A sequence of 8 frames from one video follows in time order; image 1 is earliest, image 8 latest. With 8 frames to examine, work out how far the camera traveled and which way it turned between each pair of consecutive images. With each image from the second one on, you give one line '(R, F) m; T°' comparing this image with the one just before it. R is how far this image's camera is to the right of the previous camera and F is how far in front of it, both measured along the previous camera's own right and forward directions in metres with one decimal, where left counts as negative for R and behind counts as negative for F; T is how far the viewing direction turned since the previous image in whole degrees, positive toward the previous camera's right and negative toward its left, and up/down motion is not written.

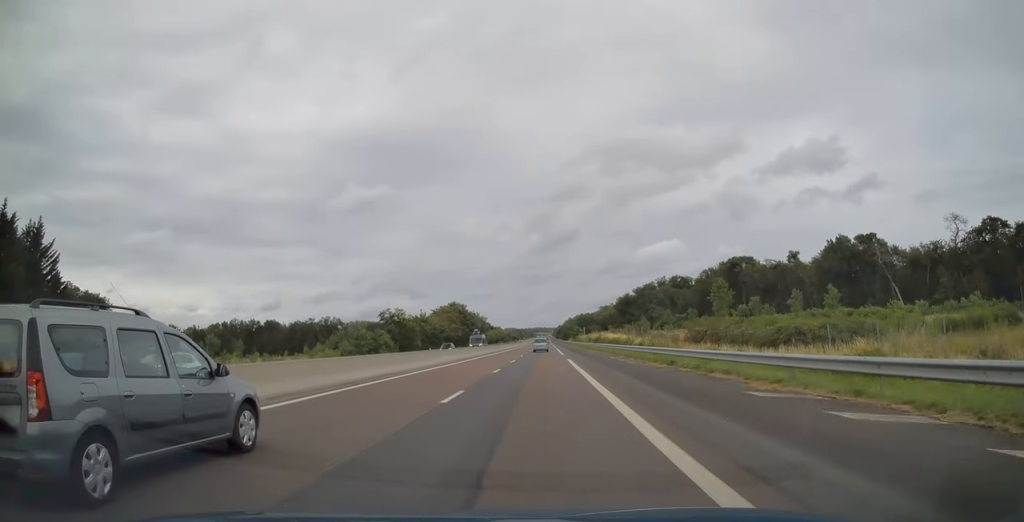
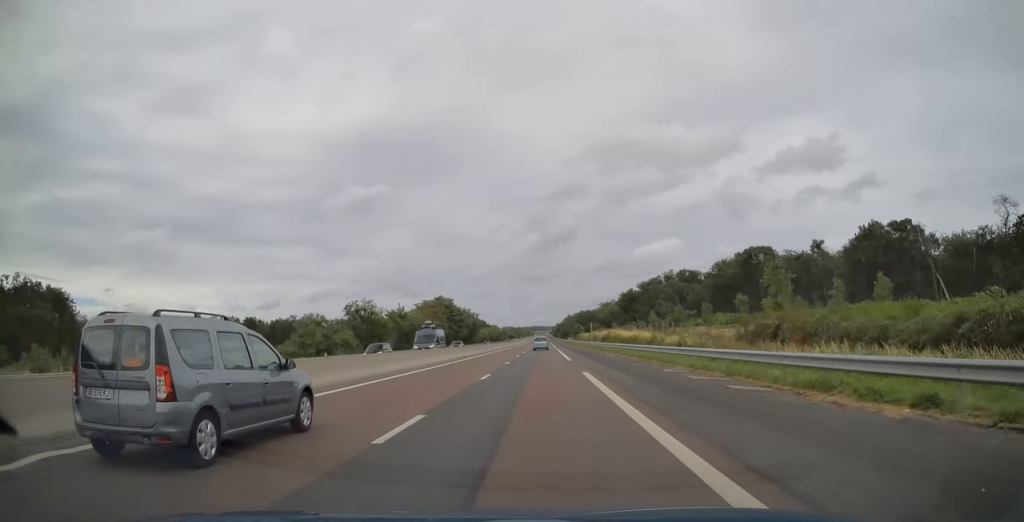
(-0.2, +18.2) m; 0°
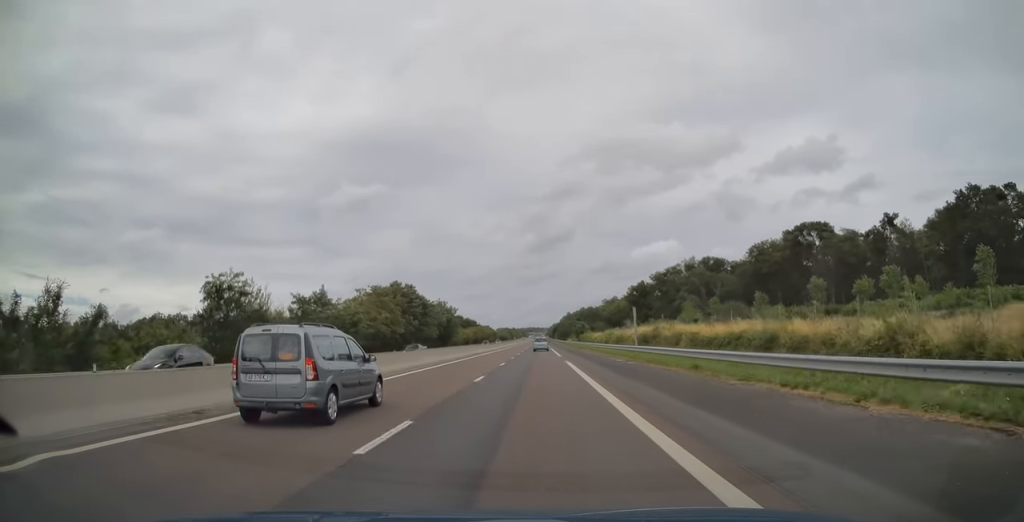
(+0.1, +39.2) m; 0°
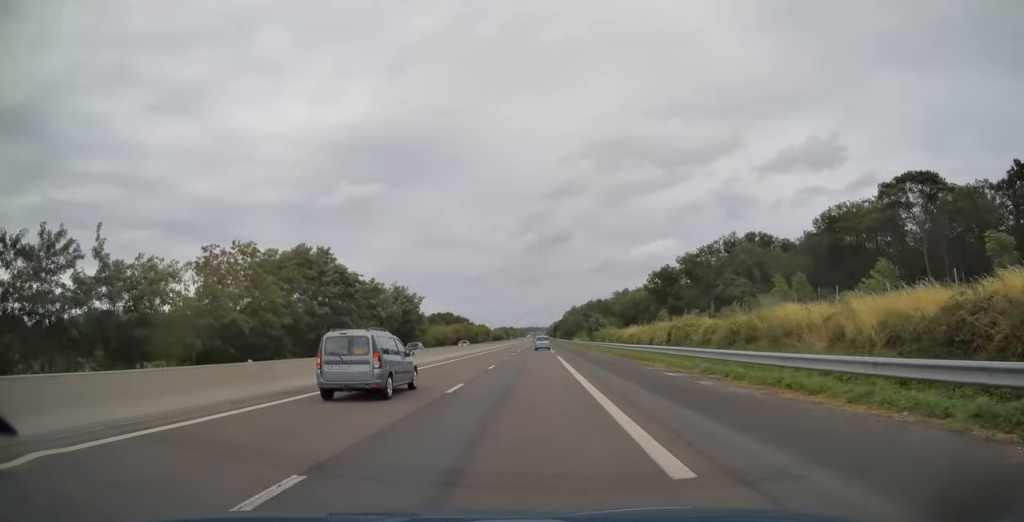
(-0.1, +43.0) m; 0°
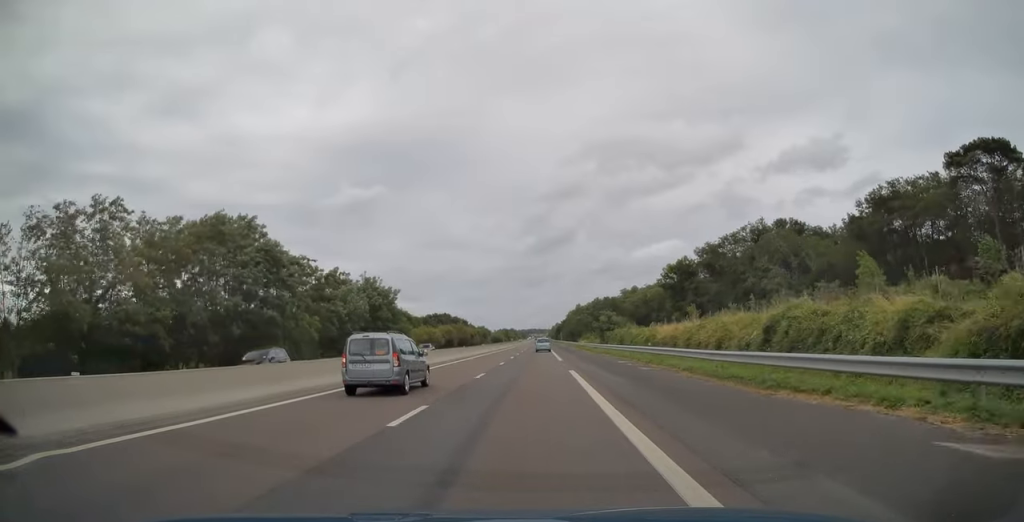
(+0.2, +18.8) m; 0°
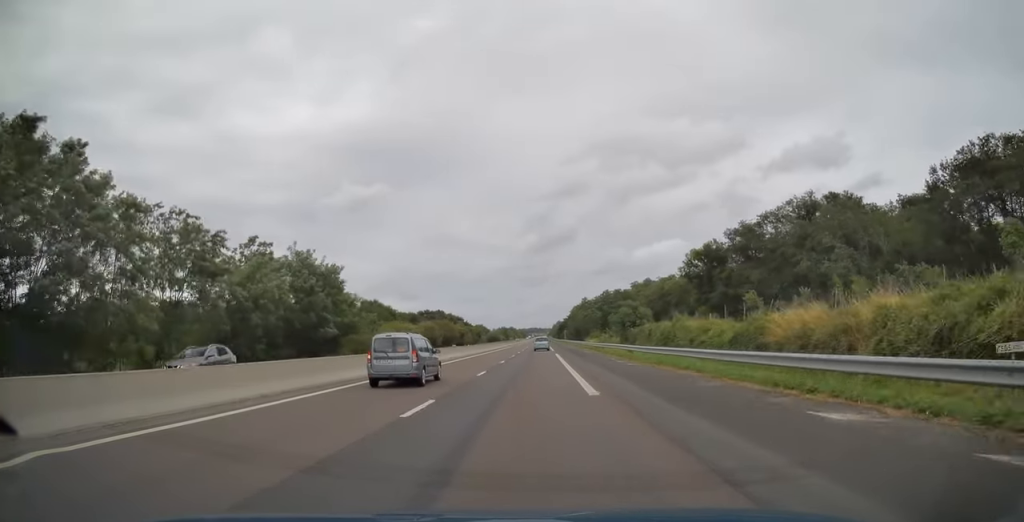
(0.0, +24.7) m; 0°
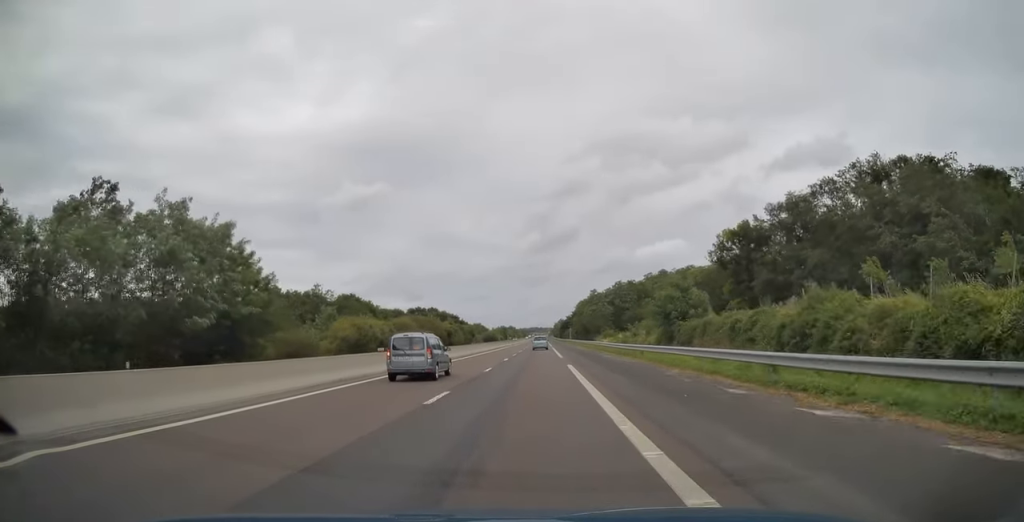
(-0.1, +23.7) m; 0°
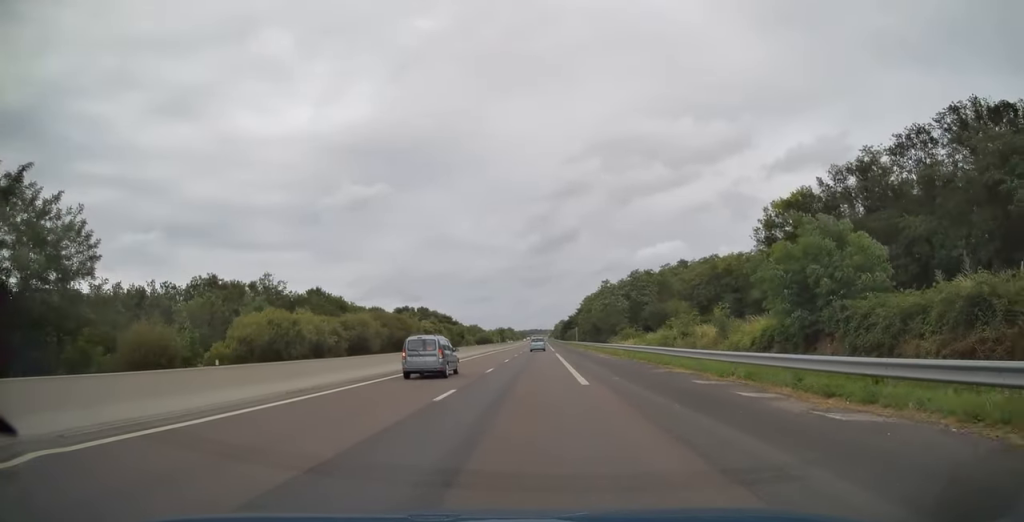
(+0.2, +24.7) m; 0°
